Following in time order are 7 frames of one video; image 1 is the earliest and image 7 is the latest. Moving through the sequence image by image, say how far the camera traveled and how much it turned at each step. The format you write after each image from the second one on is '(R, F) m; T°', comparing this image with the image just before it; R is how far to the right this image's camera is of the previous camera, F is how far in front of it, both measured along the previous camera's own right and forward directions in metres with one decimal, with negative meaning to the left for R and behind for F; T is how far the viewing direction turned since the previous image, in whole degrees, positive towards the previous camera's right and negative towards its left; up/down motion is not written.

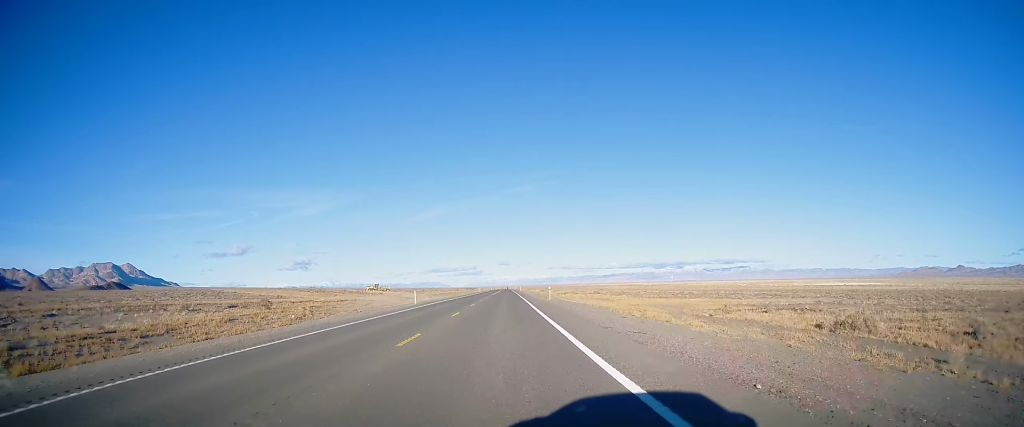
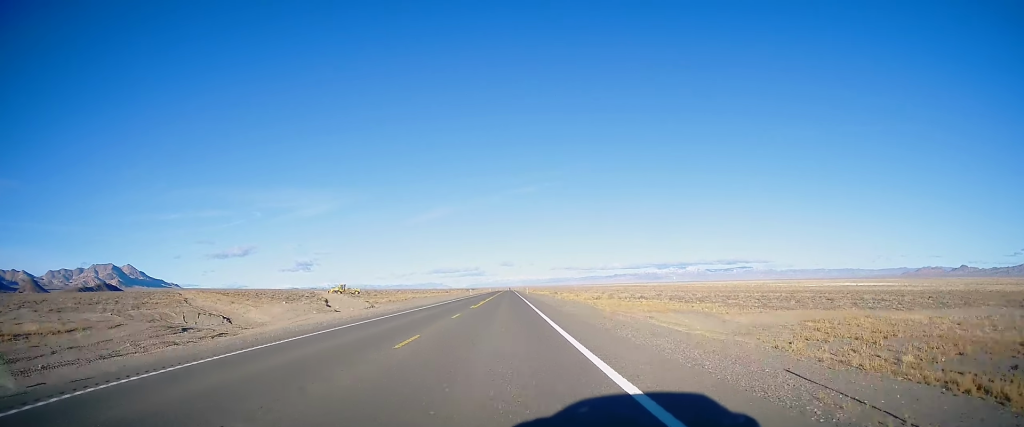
(-0.3, +49.9) m; 0°
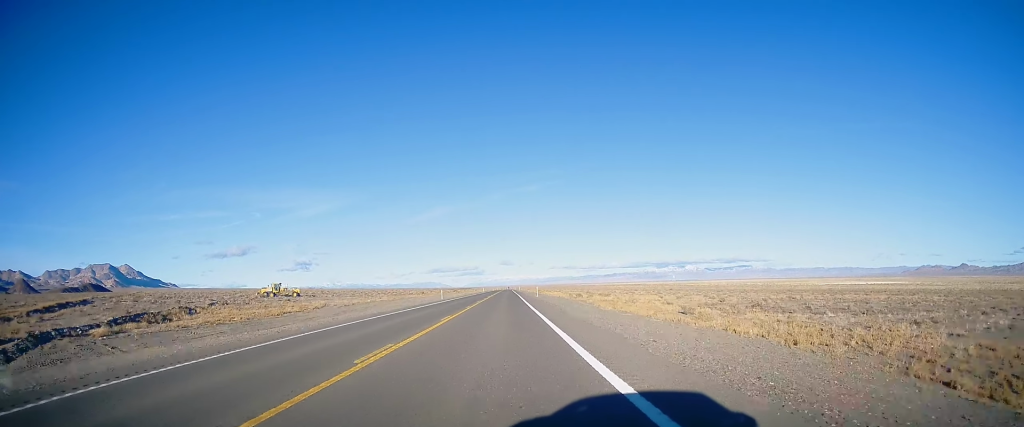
(+0.2, +51.2) m; 0°
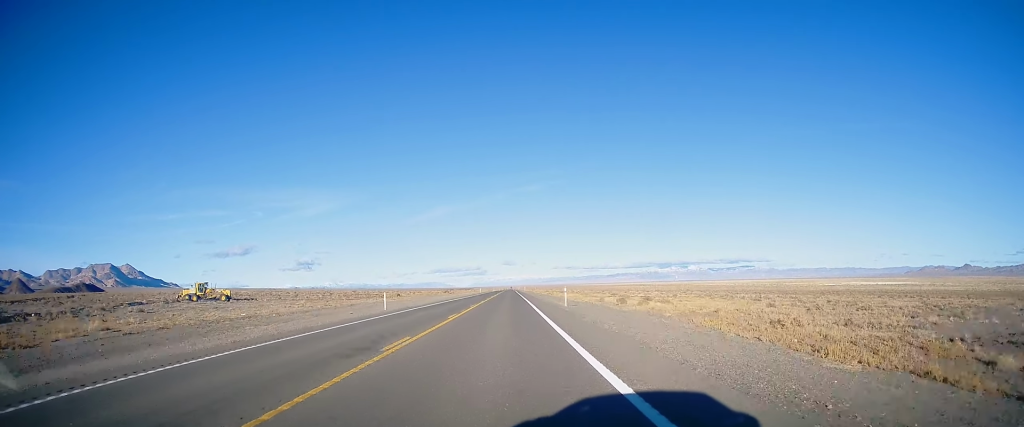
(-0.2, +34.4) m; 0°
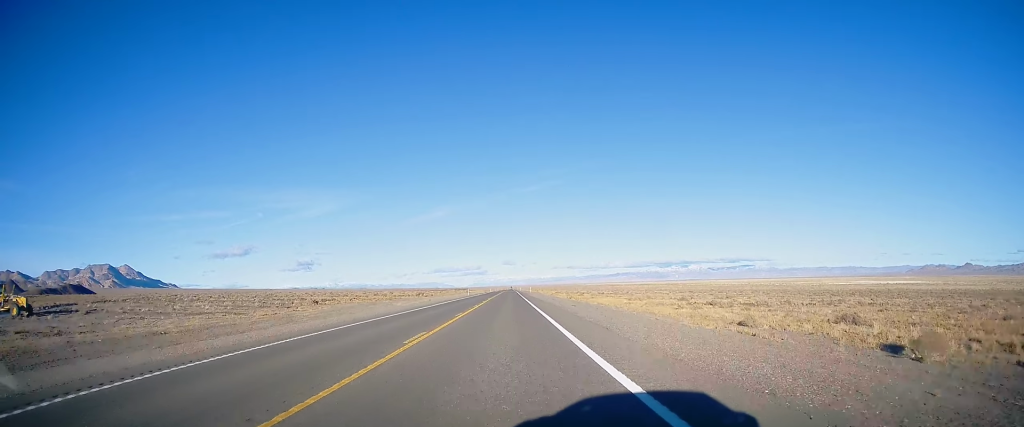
(0.0, +46.5) m; 0°
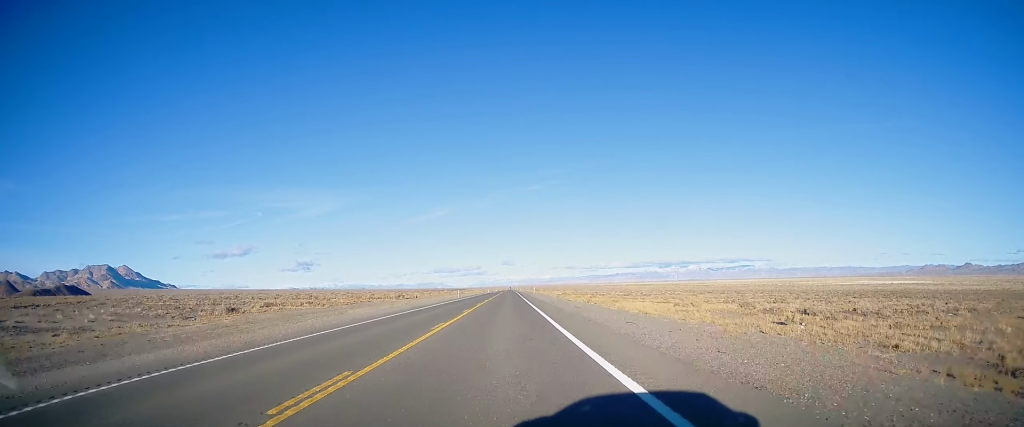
(0.0, +19.6) m; 0°
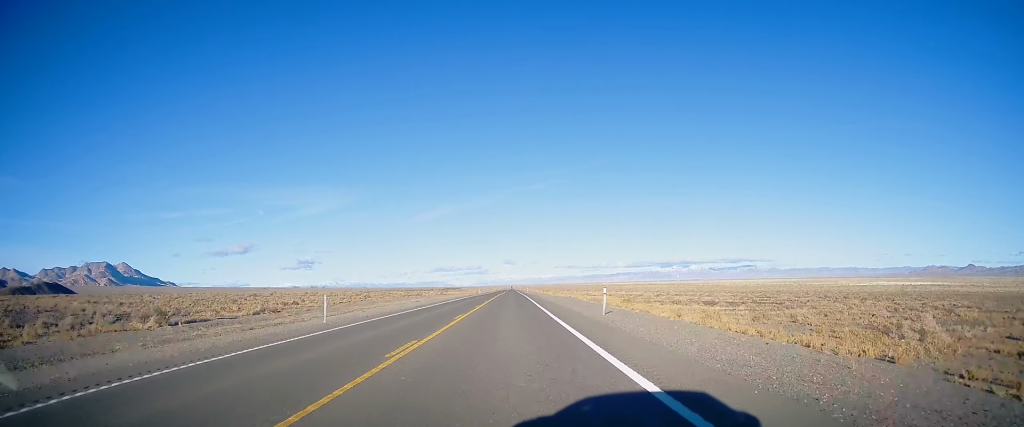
(-0.6, +67.9) m; -1°
